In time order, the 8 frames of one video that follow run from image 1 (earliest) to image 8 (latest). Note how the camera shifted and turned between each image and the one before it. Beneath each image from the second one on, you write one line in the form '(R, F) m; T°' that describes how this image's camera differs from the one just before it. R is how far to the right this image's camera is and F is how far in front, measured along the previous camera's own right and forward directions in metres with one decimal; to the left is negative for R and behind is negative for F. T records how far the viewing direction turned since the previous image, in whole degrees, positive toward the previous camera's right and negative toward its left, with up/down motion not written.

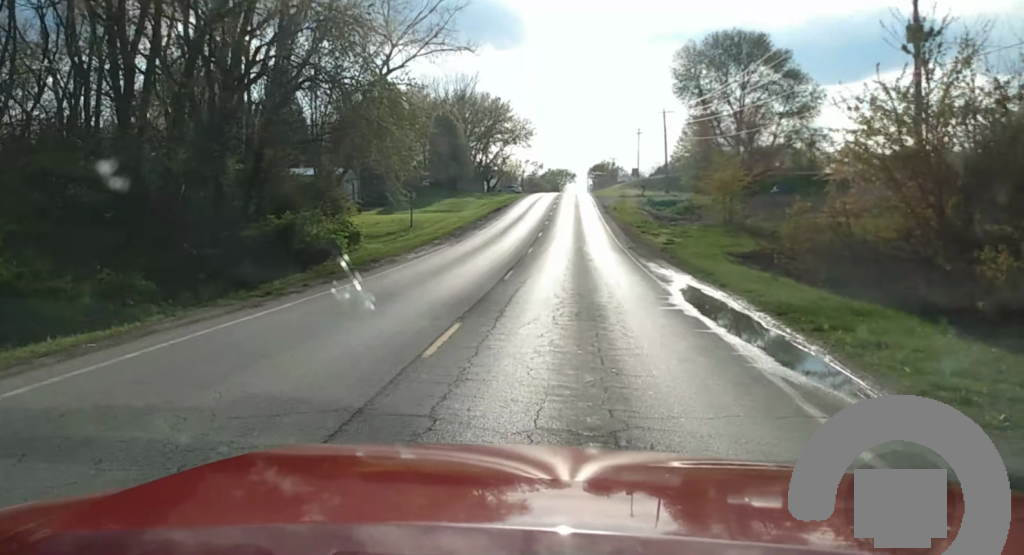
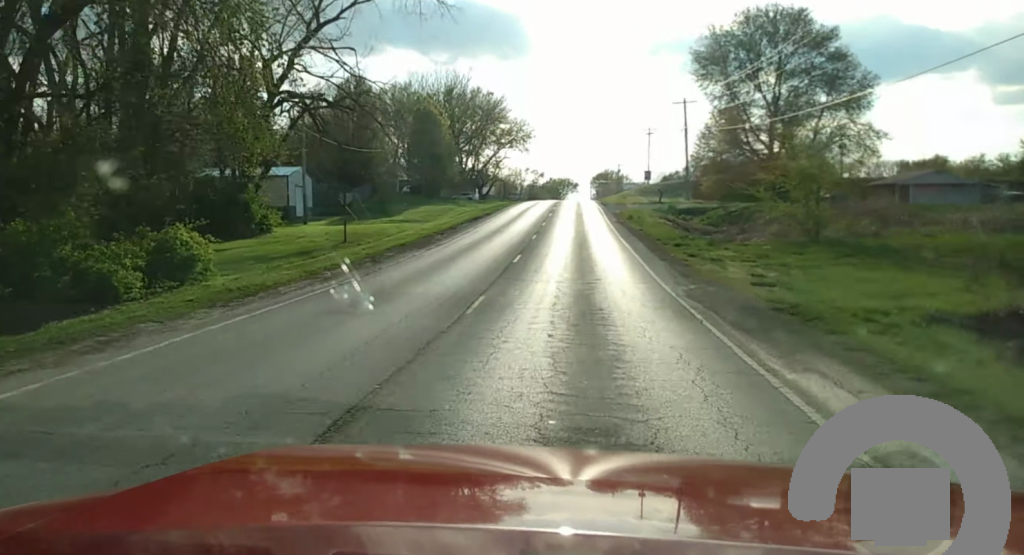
(0.0, +19.7) m; 0°
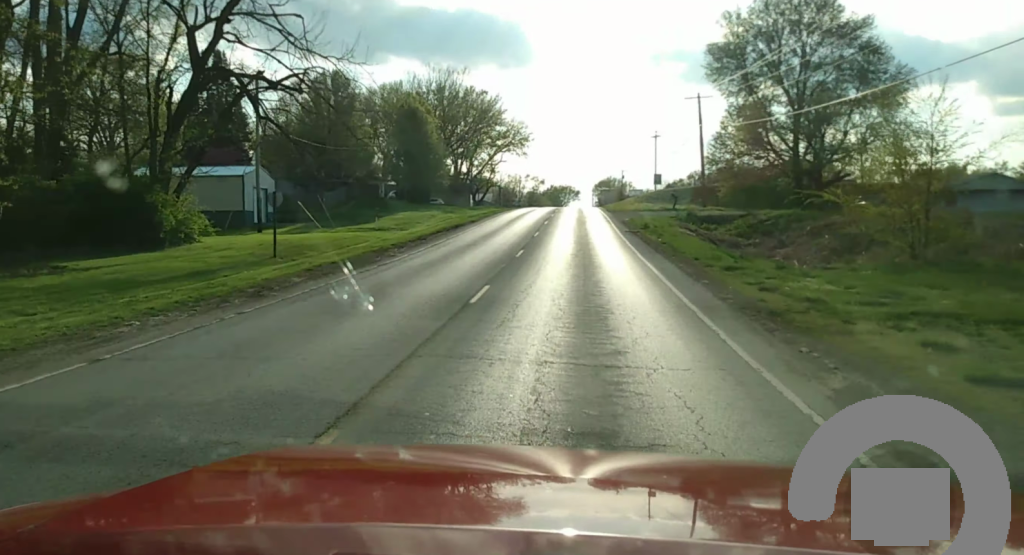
(0.0, +10.8) m; 0°
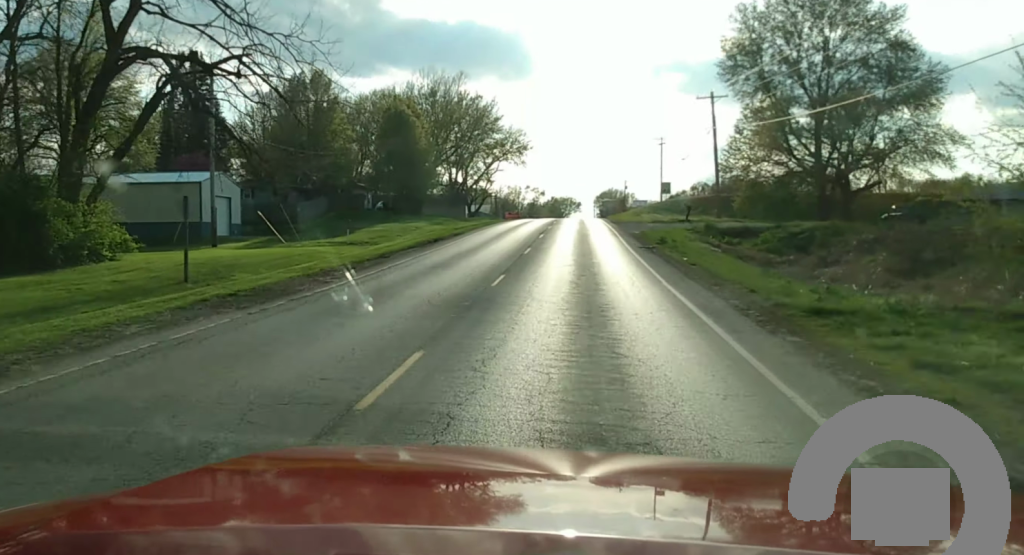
(0.0, +7.8) m; 0°
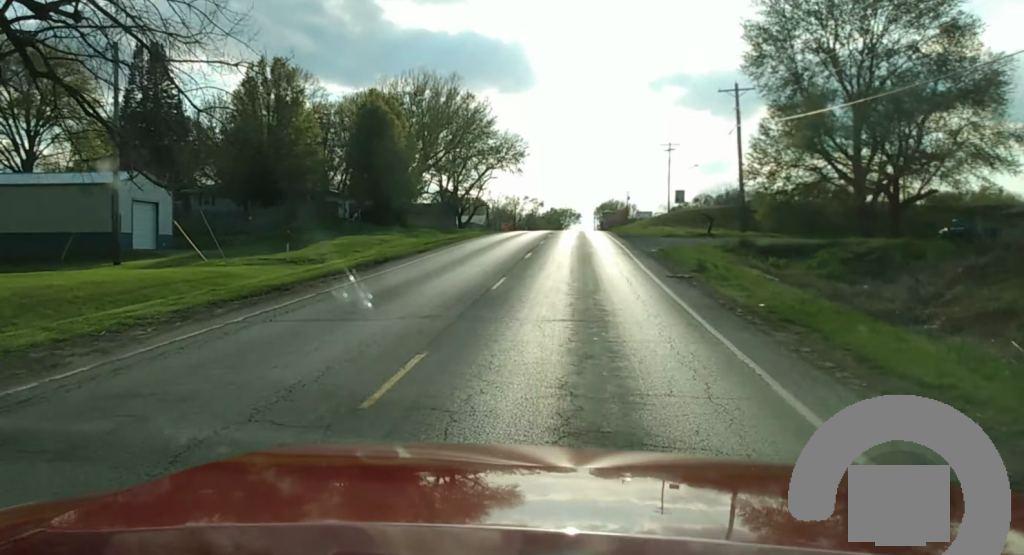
(0.0, +11.6) m; 0°
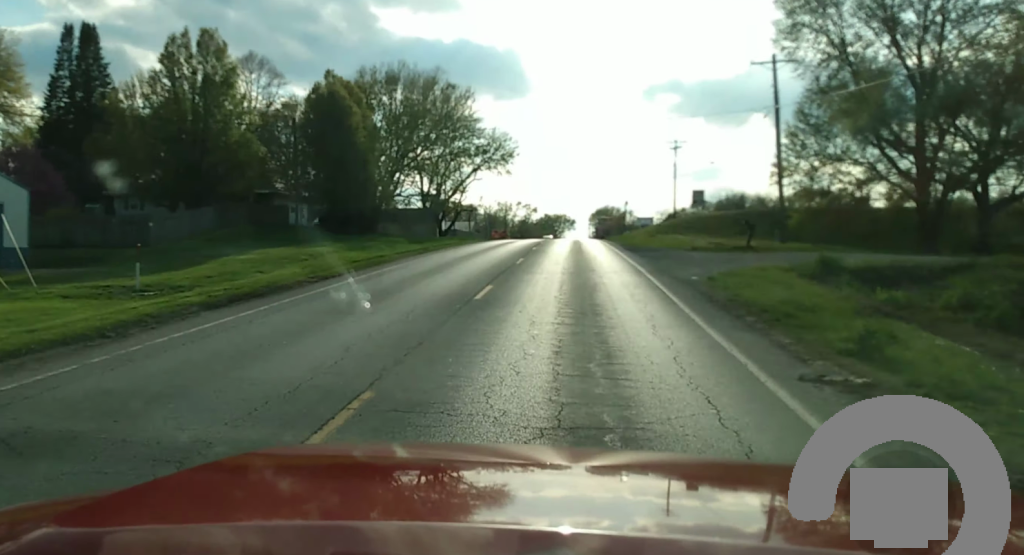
(0.0, +14.7) m; 0°
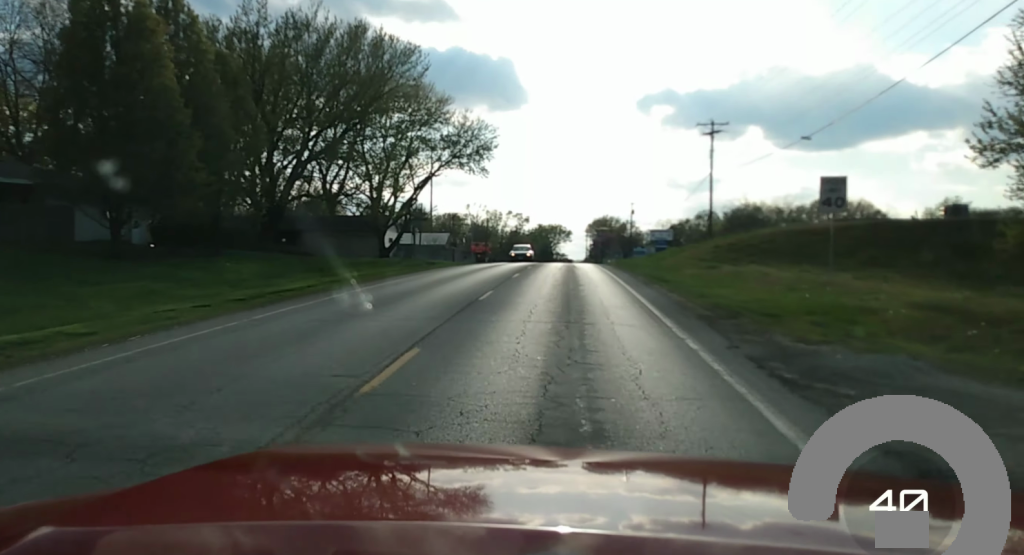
(+0.2, +32.4) m; +1°
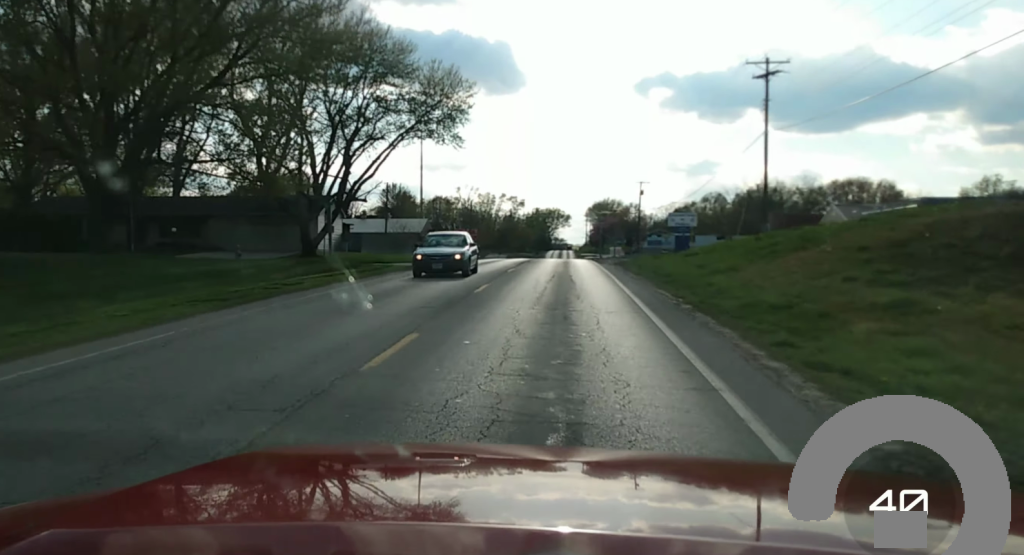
(0.0, +23.2) m; 0°
